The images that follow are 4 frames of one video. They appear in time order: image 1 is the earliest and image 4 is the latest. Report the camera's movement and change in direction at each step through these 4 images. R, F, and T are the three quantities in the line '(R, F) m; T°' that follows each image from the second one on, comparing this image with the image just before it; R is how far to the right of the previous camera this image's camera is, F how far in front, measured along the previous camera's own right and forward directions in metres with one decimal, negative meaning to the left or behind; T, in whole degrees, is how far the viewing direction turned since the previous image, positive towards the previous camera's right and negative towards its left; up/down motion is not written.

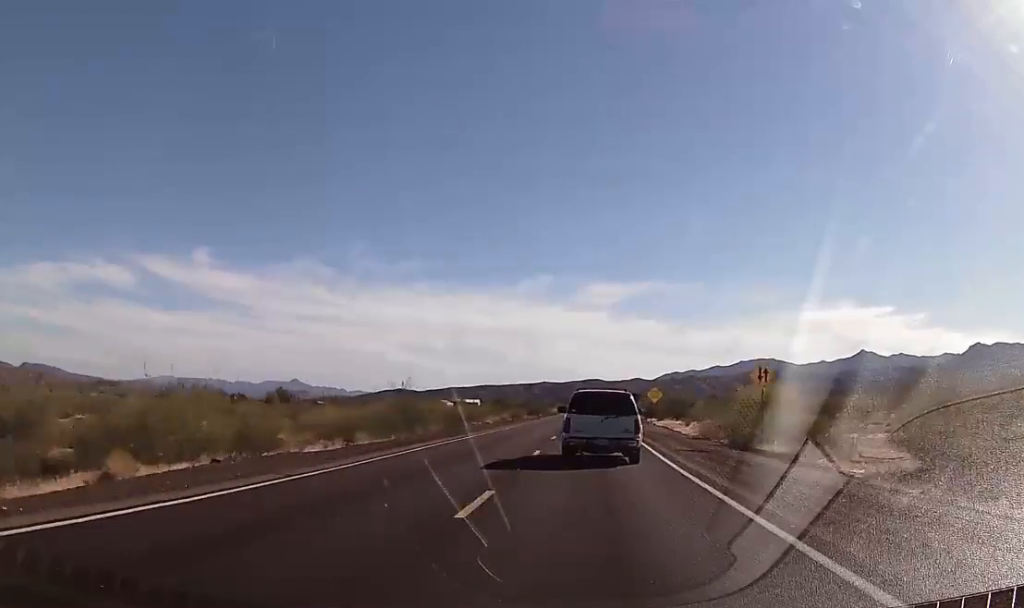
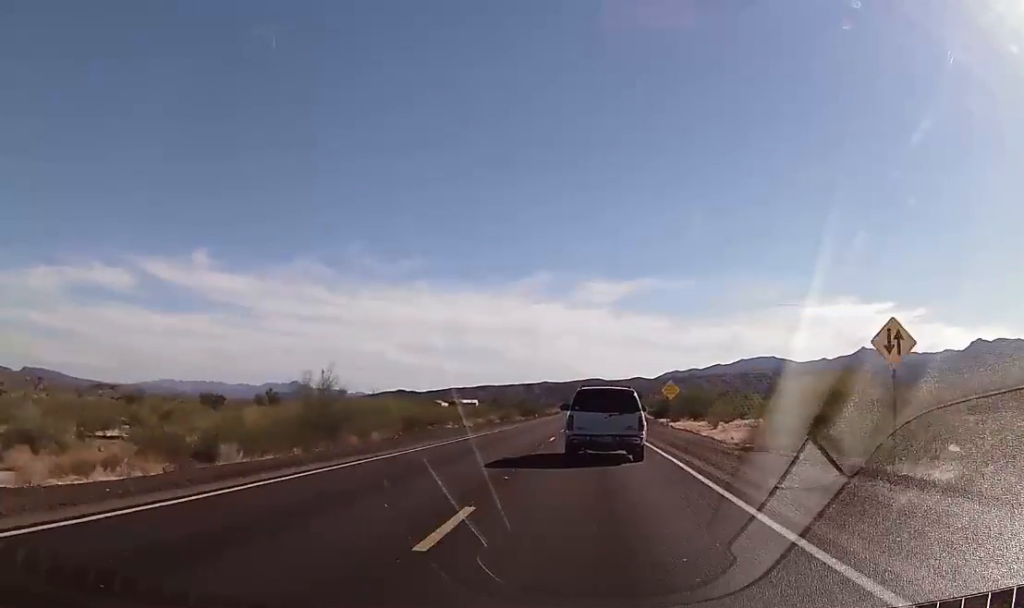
(0.0, +14.7) m; -1°
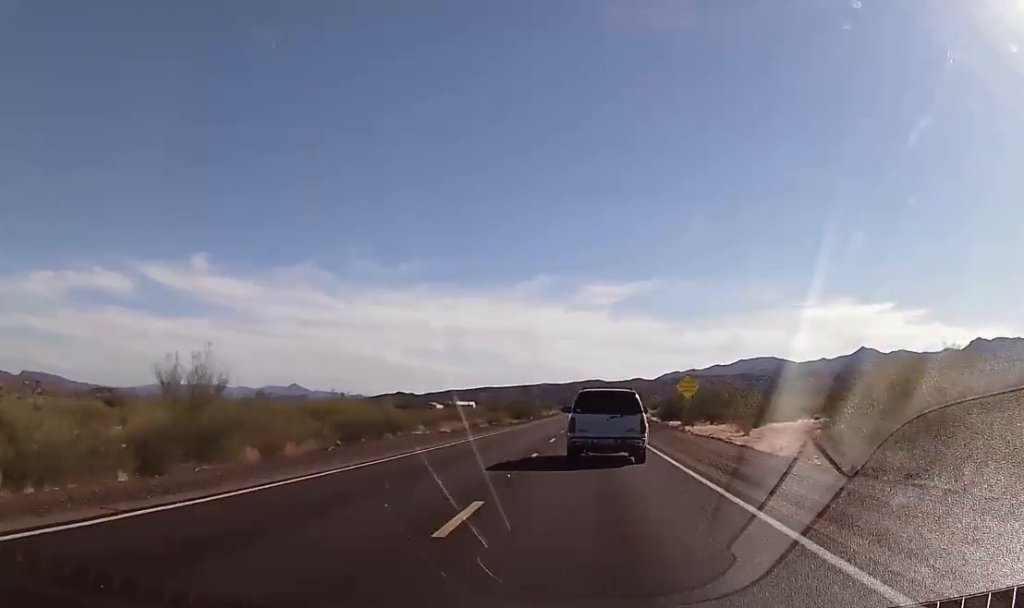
(0.0, +11.4) m; 0°
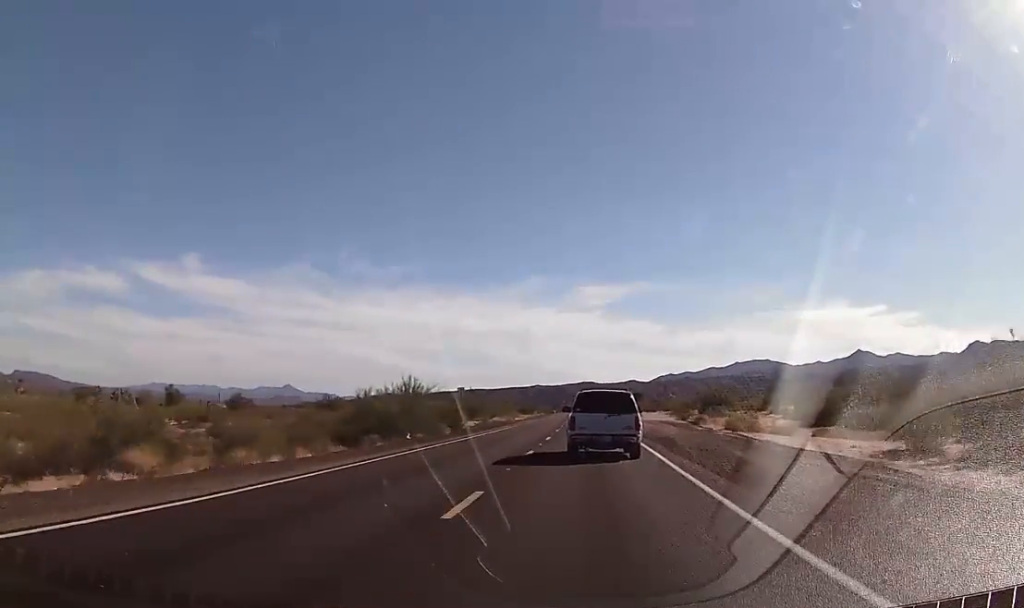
(-0.7, +85.5) m; 0°
